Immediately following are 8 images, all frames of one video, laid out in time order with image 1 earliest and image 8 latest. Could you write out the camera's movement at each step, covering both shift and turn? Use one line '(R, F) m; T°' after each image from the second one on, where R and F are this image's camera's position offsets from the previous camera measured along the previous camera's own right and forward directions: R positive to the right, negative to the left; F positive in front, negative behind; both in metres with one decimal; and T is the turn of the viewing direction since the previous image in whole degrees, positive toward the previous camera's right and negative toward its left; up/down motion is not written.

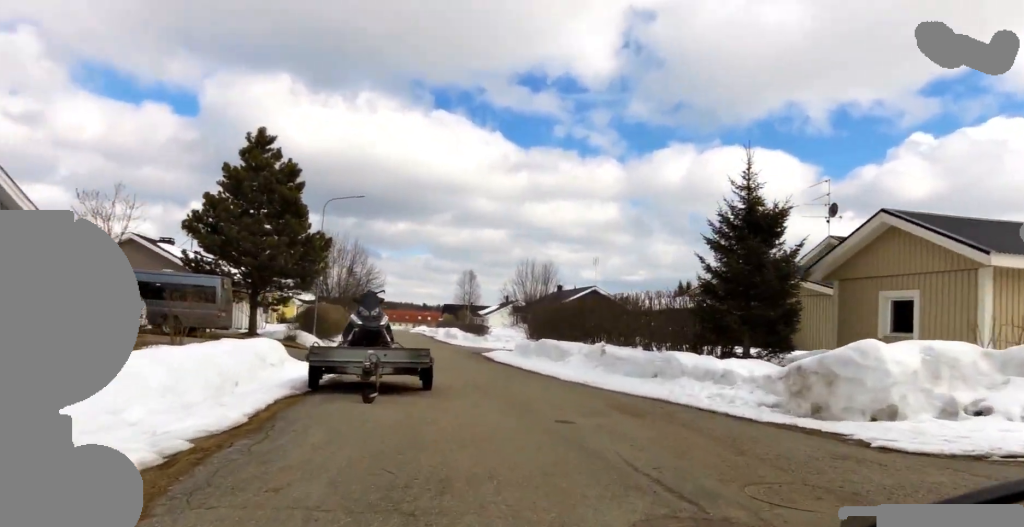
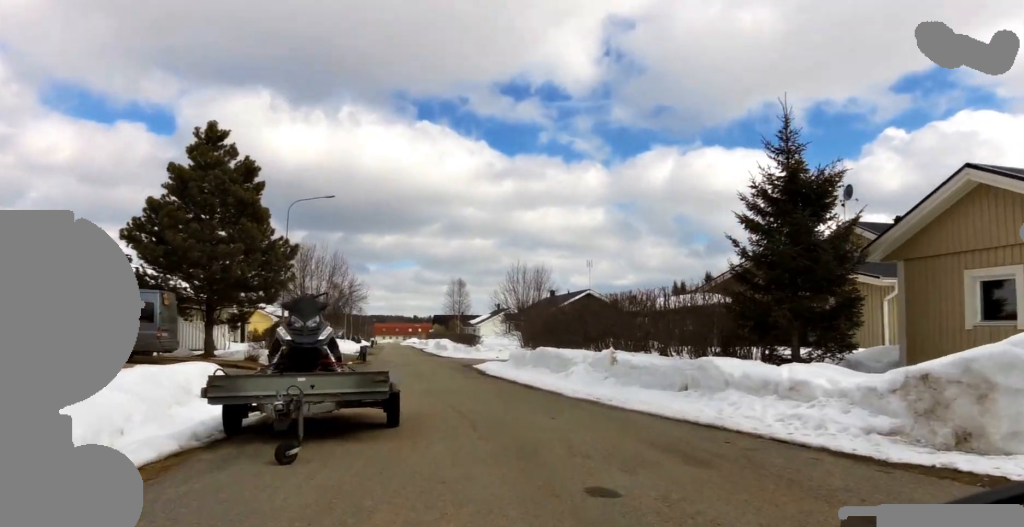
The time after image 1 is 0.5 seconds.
(-0.3, +3.3) m; +1°
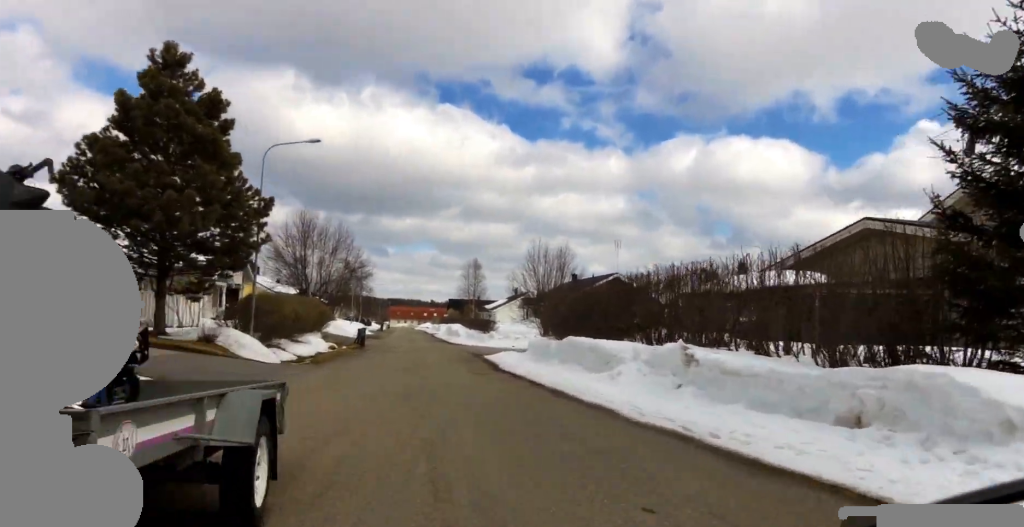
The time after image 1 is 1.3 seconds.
(+0.3, +5.9) m; +1°
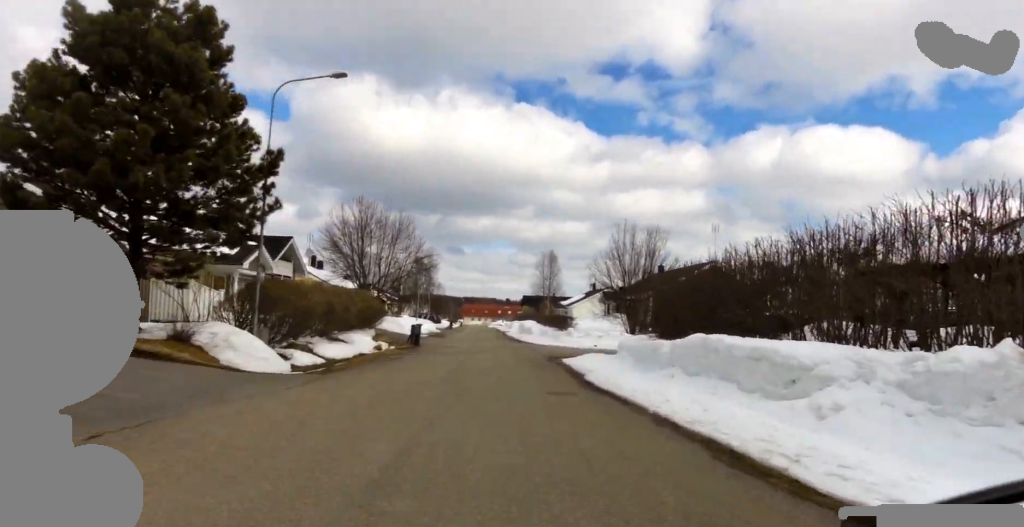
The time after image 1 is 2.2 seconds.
(+0.1, +7.0) m; -3°
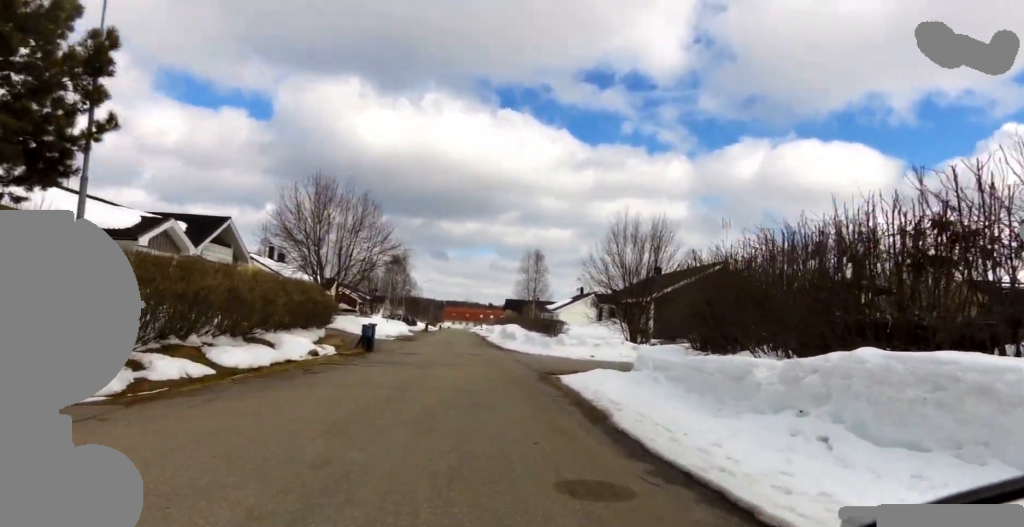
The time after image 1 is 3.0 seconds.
(-0.6, +7.2) m; -5°
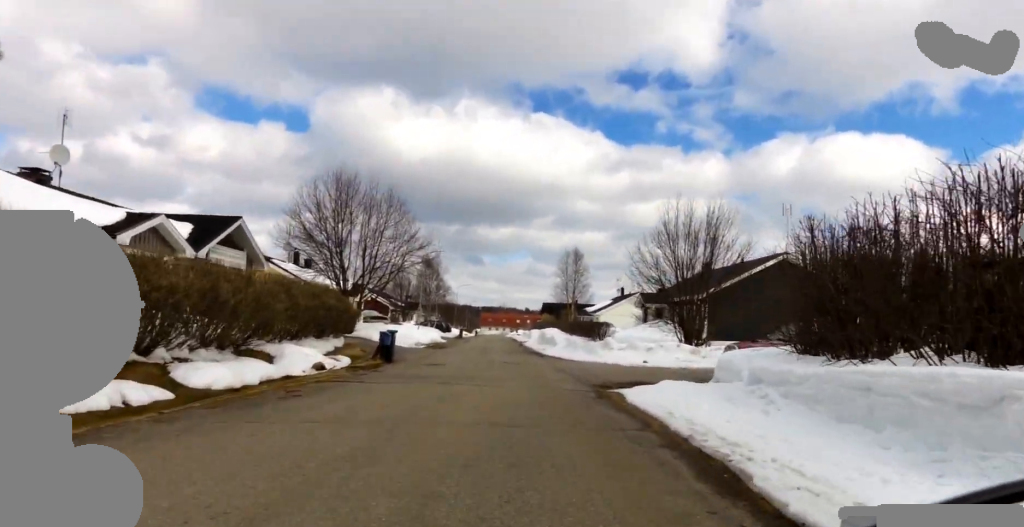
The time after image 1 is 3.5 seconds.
(0.0, +3.9) m; 0°
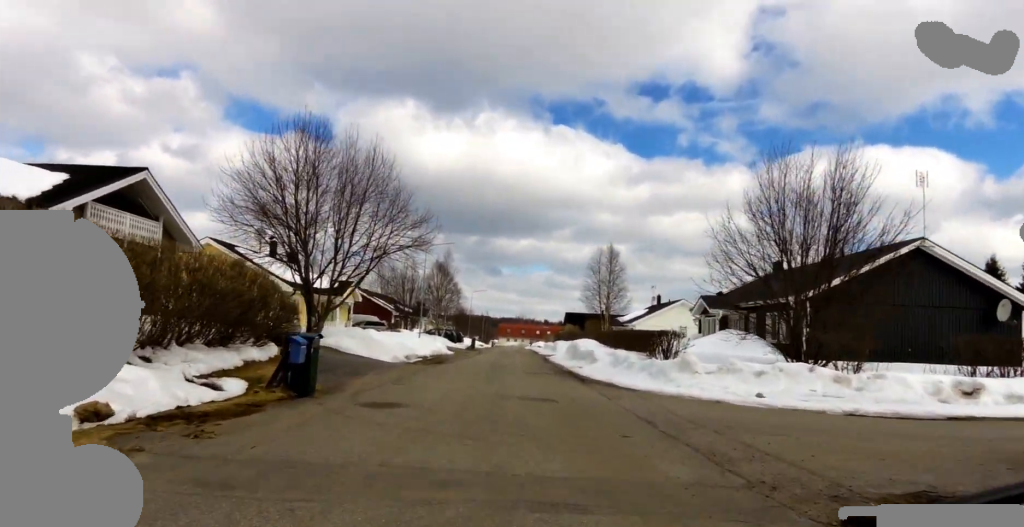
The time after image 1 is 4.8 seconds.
(0.0, +11.3) m; -3°
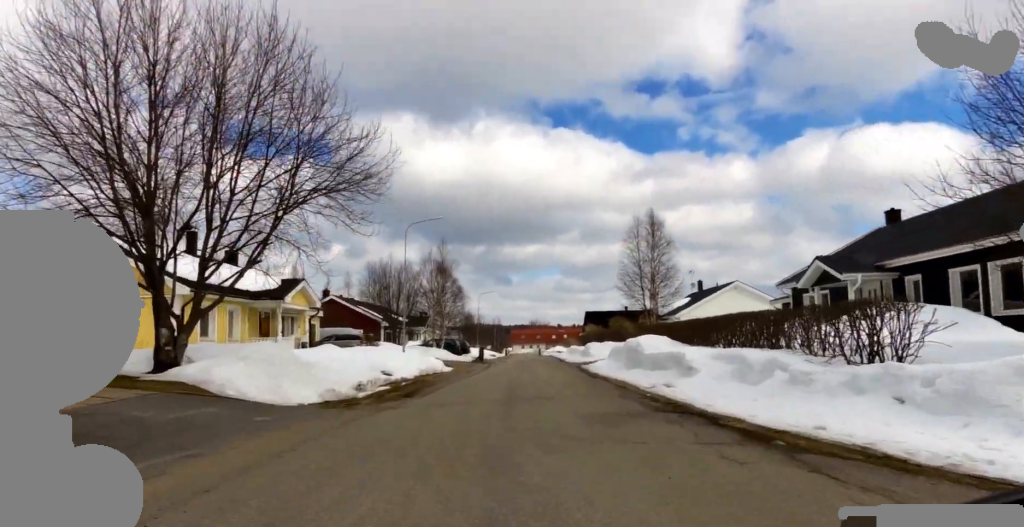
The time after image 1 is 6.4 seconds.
(-0.2, +13.0) m; +2°
